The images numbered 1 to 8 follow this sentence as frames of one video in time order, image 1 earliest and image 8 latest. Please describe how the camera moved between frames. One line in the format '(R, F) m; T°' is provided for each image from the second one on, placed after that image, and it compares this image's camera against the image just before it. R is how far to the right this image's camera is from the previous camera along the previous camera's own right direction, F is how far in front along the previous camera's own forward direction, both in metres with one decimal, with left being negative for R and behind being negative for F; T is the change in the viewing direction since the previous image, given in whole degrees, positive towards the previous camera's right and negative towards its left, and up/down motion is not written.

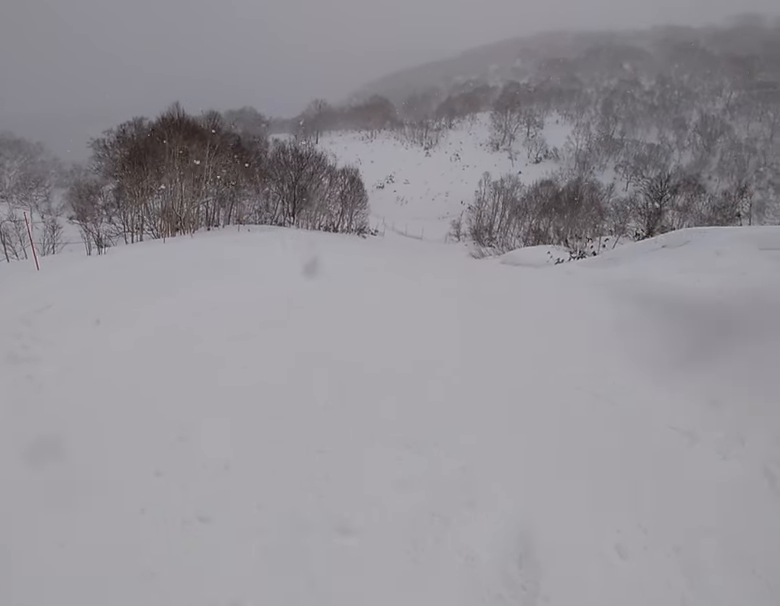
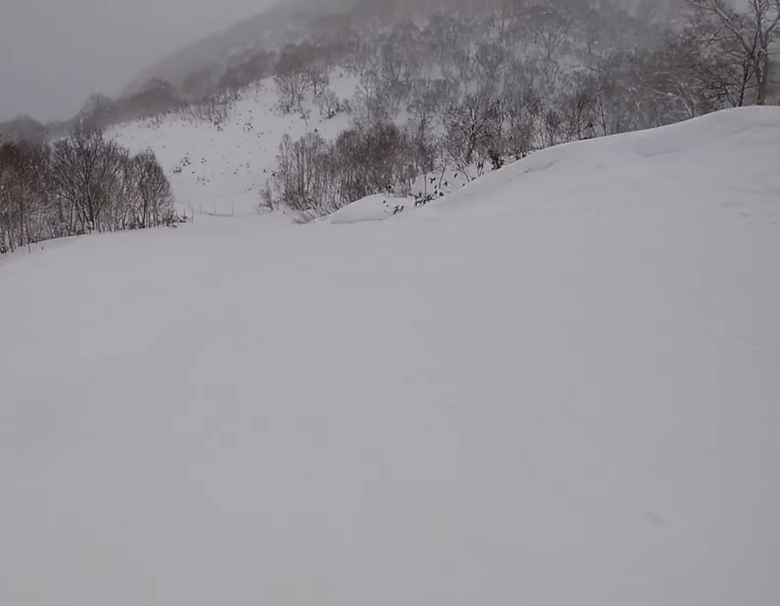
(+0.7, +4.8) m; +24°
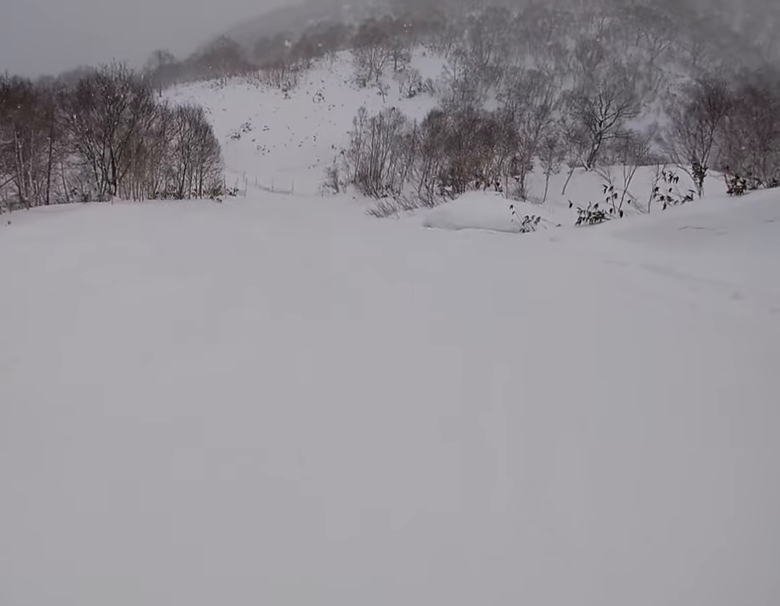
(+1.6, +10.6) m; 0°
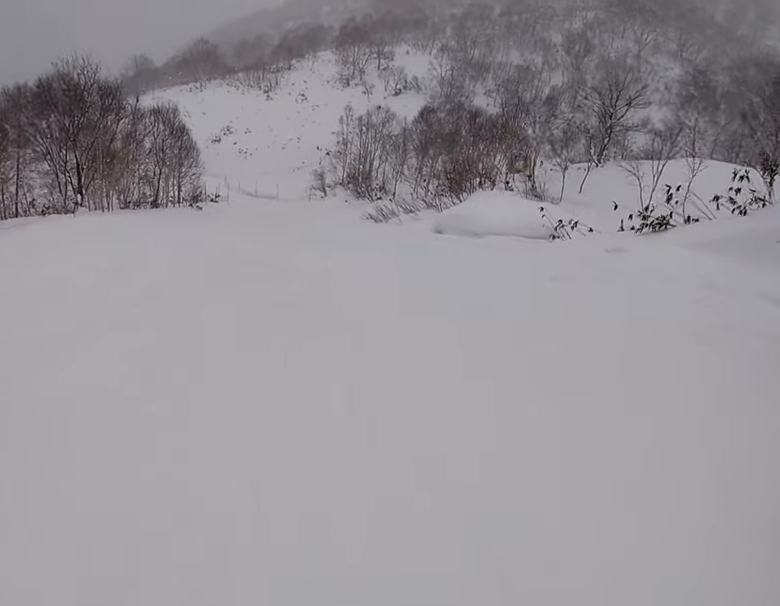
(-1.2, +3.9) m; +3°
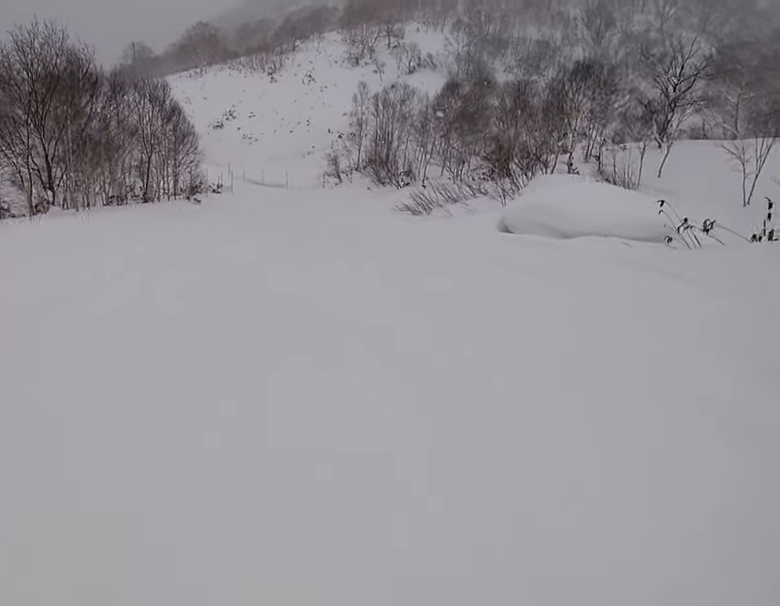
(+1.6, +6.0) m; +6°
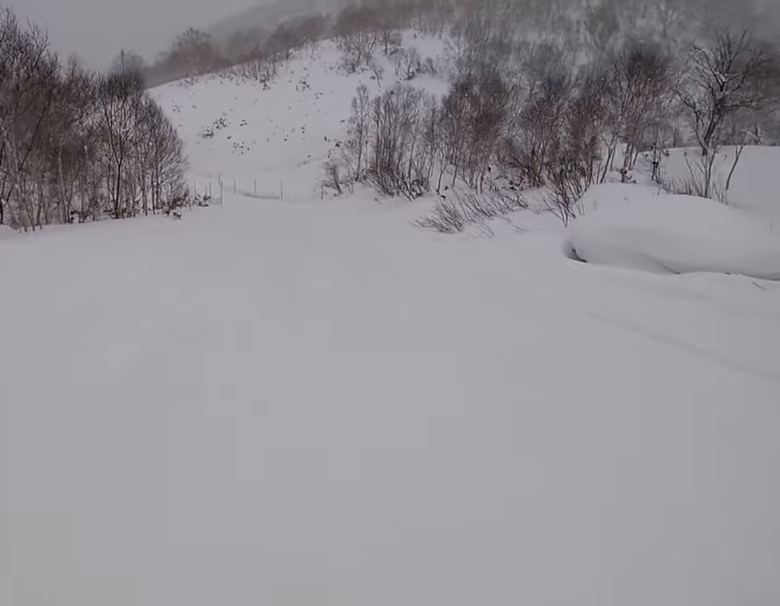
(+0.1, +5.3) m; +1°
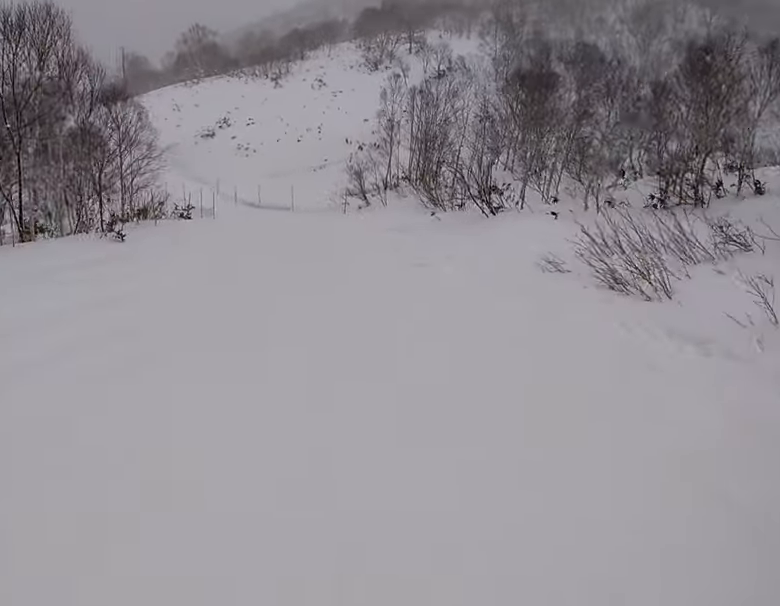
(-0.5, +10.9) m; 0°
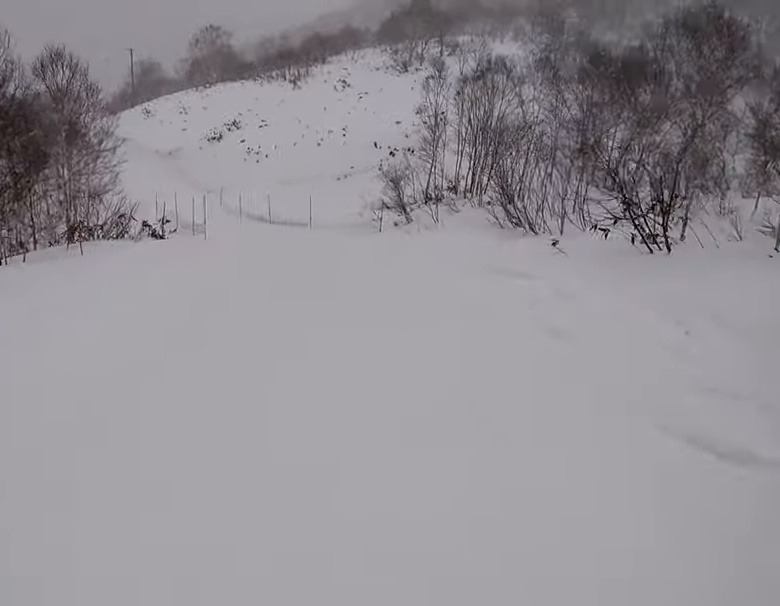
(+0.3, +9.3) m; -2°
